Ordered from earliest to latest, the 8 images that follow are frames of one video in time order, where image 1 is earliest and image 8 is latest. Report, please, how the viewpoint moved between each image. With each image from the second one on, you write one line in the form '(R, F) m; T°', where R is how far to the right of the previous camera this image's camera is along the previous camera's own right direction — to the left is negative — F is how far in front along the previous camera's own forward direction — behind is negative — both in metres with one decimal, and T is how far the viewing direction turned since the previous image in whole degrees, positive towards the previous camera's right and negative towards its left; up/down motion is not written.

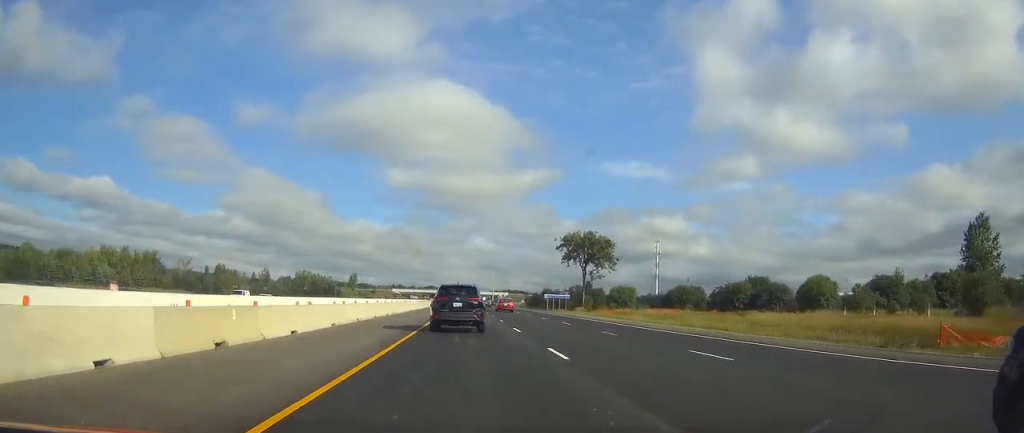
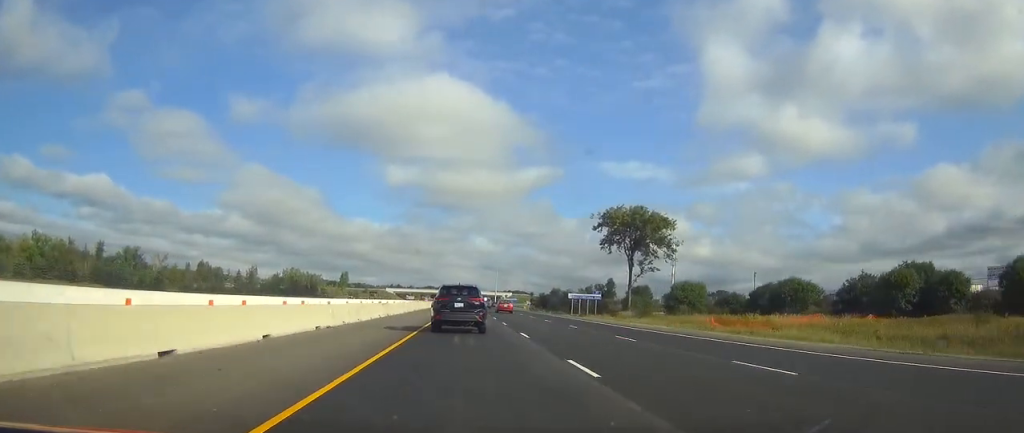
(0.0, +38.8) m; 0°
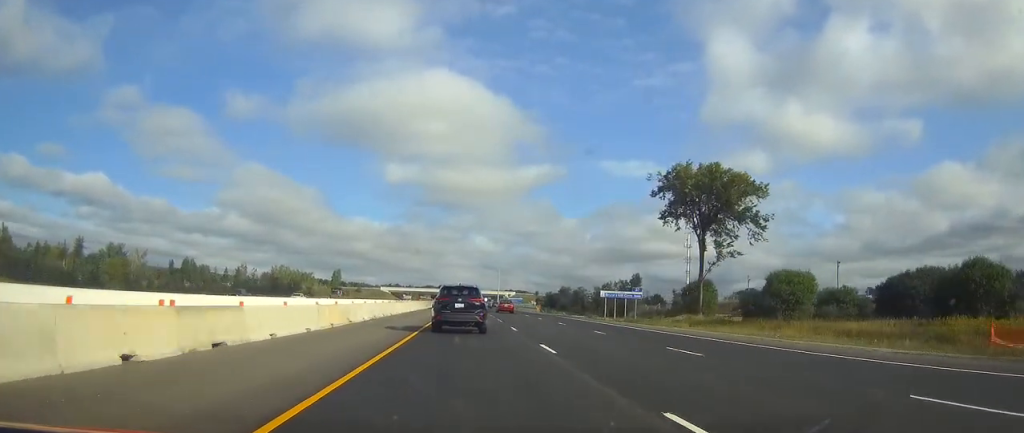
(0.0, +30.6) m; 0°
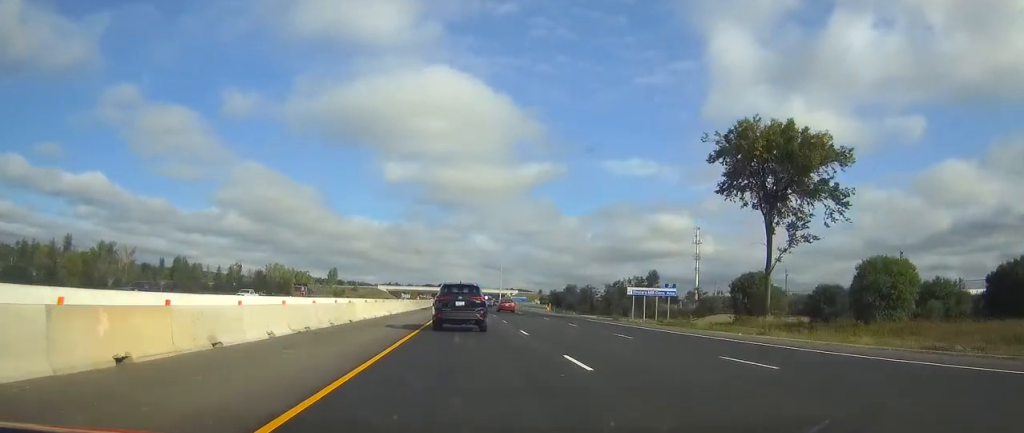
(0.0, +16.3) m; 0°
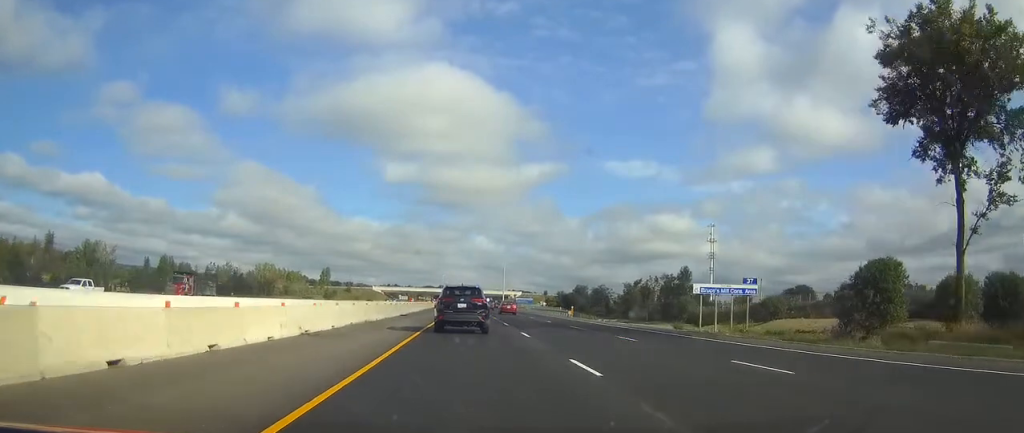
(-0.1, +24.5) m; 0°
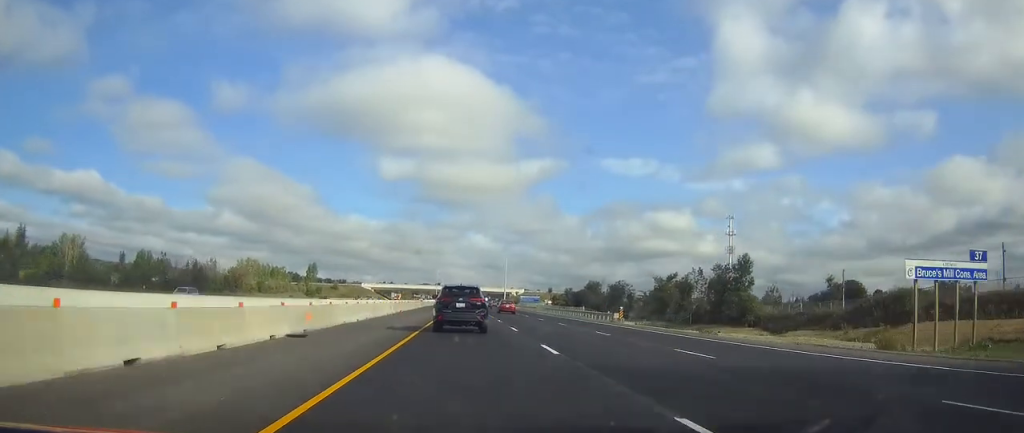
(+0.1, +31.6) m; 0°
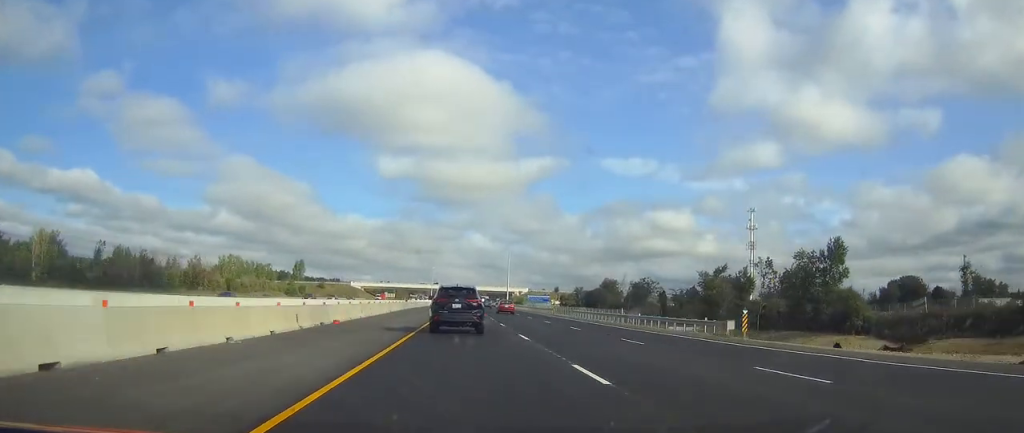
(+0.1, +29.7) m; 0°
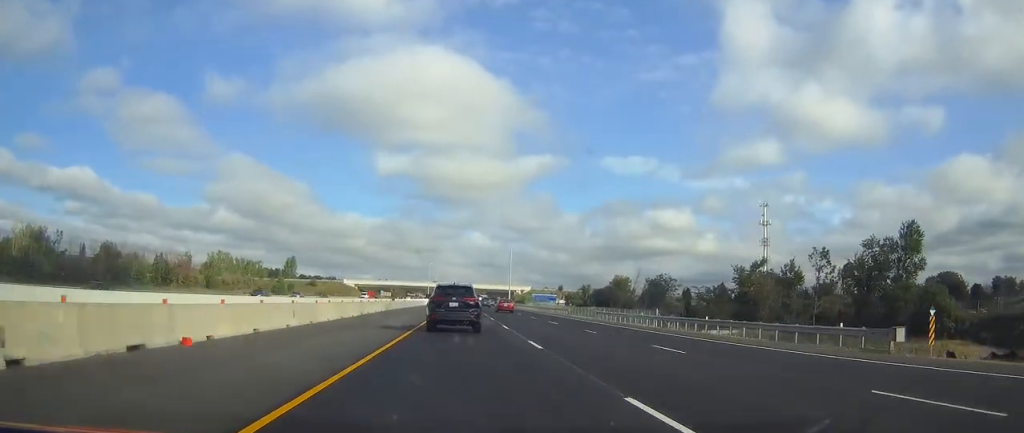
(0.0, +16.4) m; 0°
